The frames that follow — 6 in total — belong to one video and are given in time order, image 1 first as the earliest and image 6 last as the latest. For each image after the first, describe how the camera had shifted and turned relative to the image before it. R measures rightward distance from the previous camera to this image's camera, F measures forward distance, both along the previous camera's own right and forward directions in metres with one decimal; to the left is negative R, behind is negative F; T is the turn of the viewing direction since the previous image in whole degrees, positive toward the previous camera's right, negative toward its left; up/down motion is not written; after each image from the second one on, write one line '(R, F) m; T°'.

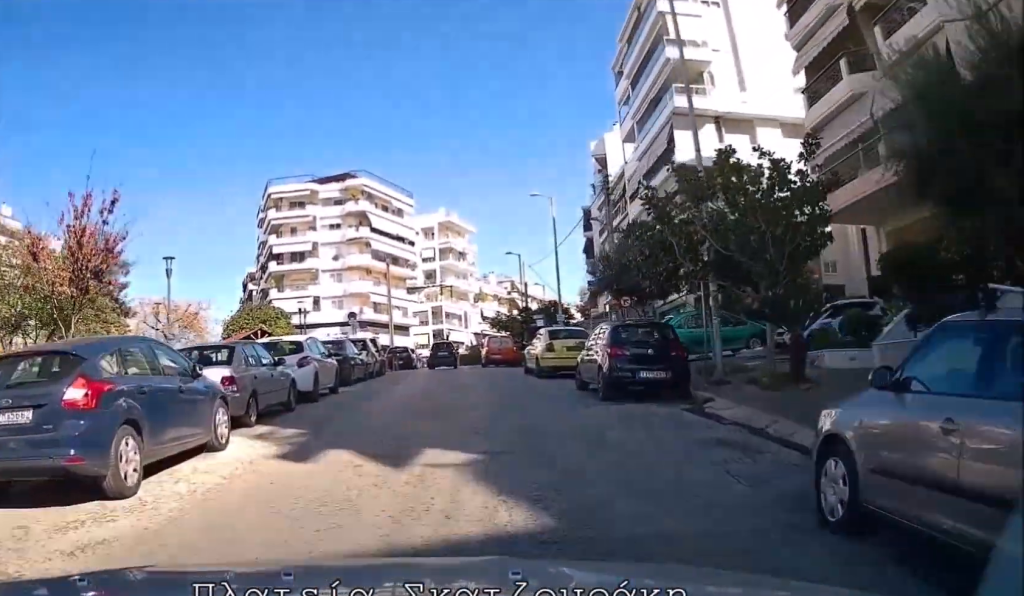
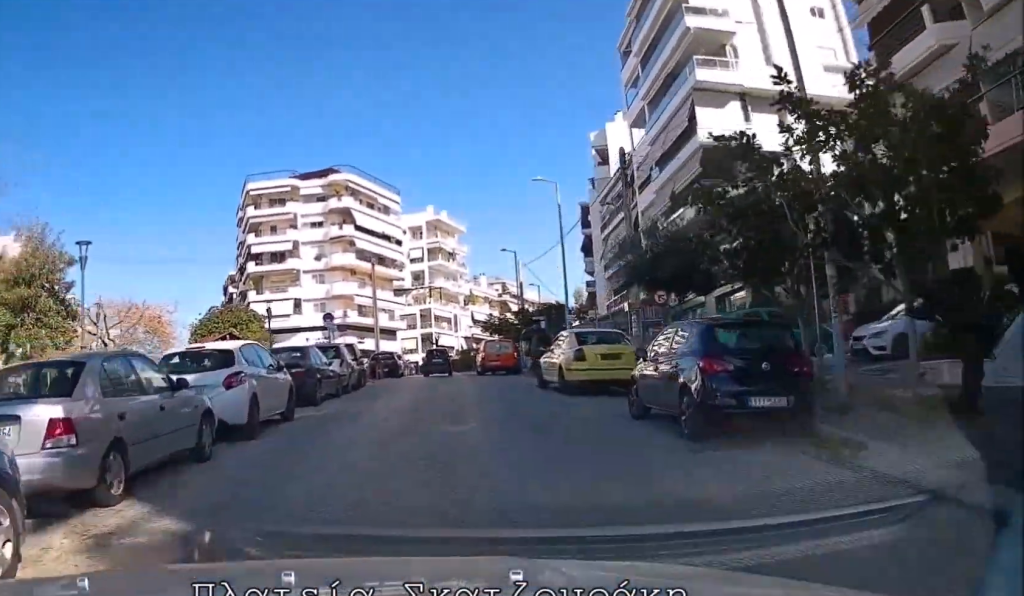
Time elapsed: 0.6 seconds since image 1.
(+0.1, +5.3) m; +3°
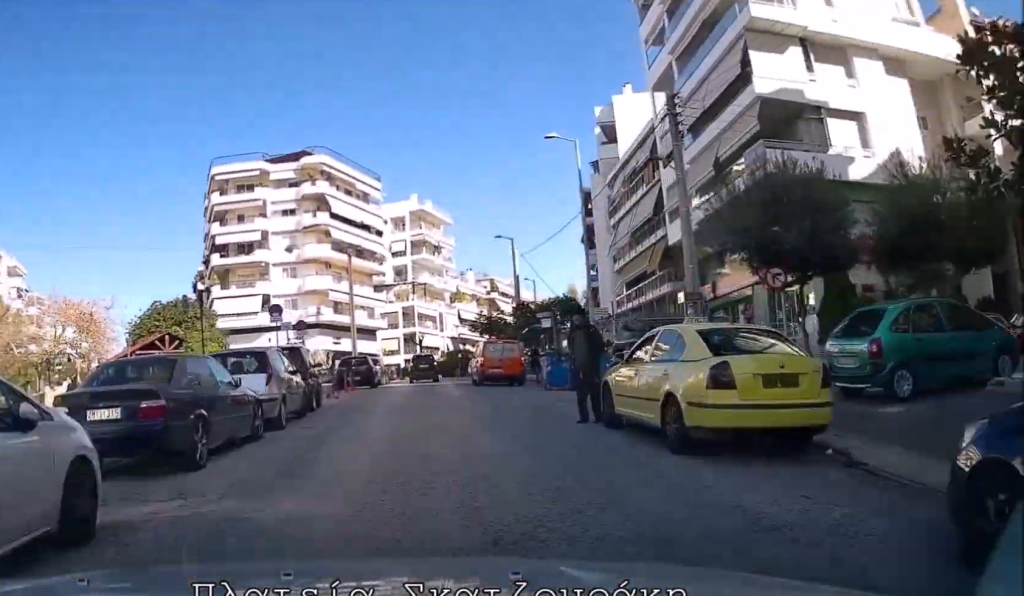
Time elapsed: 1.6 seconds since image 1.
(+0.4, +8.0) m; +5°
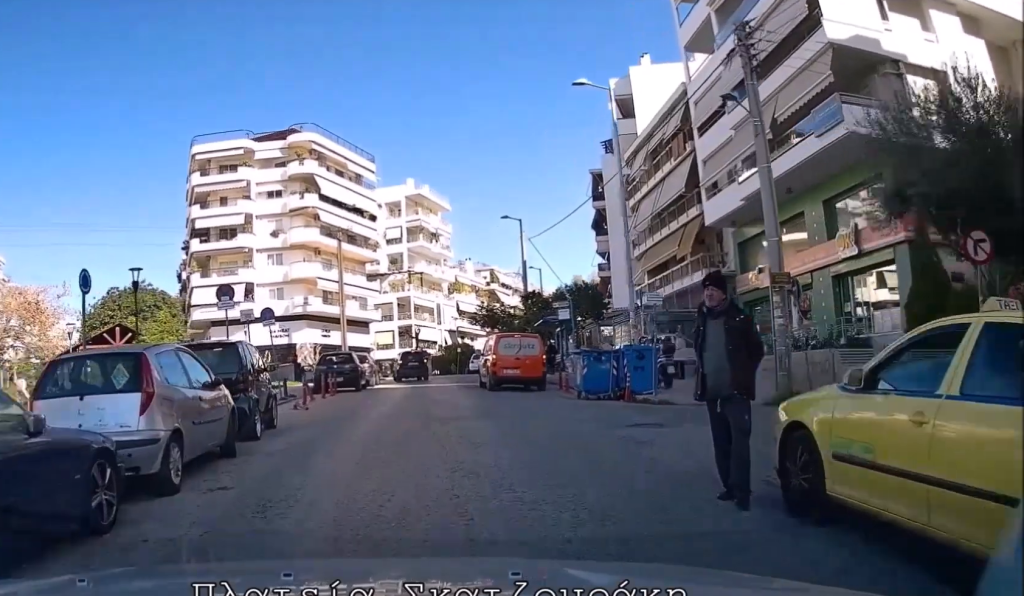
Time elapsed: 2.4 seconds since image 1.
(+0.3, +5.7) m; +1°
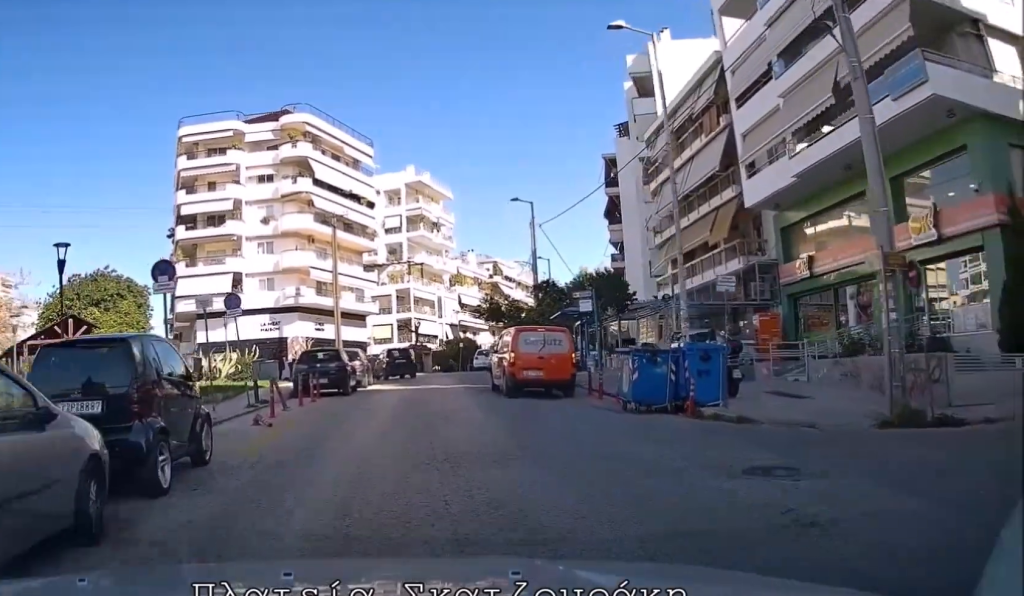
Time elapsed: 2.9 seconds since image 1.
(-0.1, +4.2) m; -2°
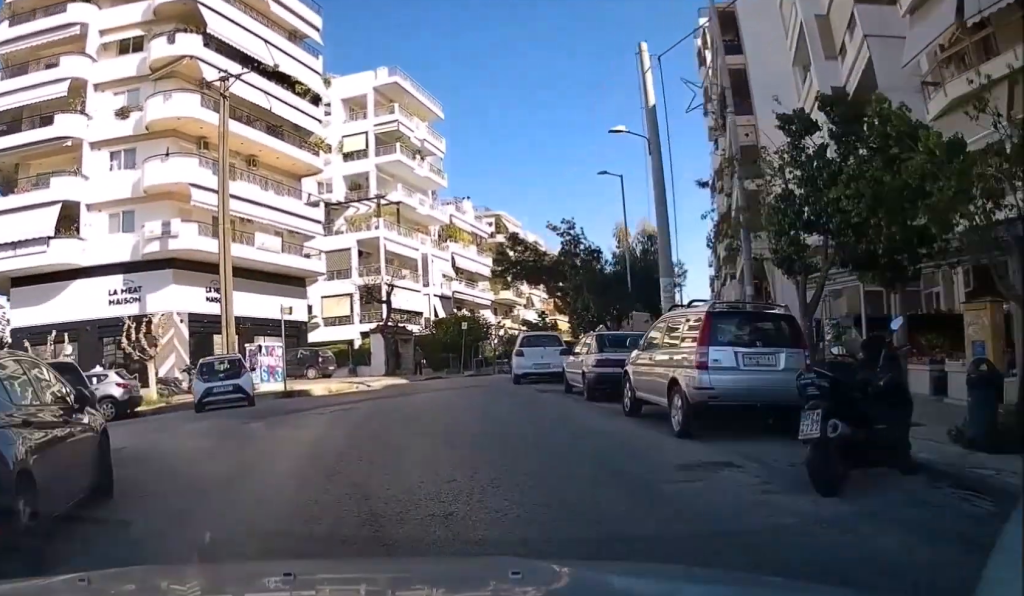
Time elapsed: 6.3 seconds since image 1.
(-0.8, +27.2) m; -1°
